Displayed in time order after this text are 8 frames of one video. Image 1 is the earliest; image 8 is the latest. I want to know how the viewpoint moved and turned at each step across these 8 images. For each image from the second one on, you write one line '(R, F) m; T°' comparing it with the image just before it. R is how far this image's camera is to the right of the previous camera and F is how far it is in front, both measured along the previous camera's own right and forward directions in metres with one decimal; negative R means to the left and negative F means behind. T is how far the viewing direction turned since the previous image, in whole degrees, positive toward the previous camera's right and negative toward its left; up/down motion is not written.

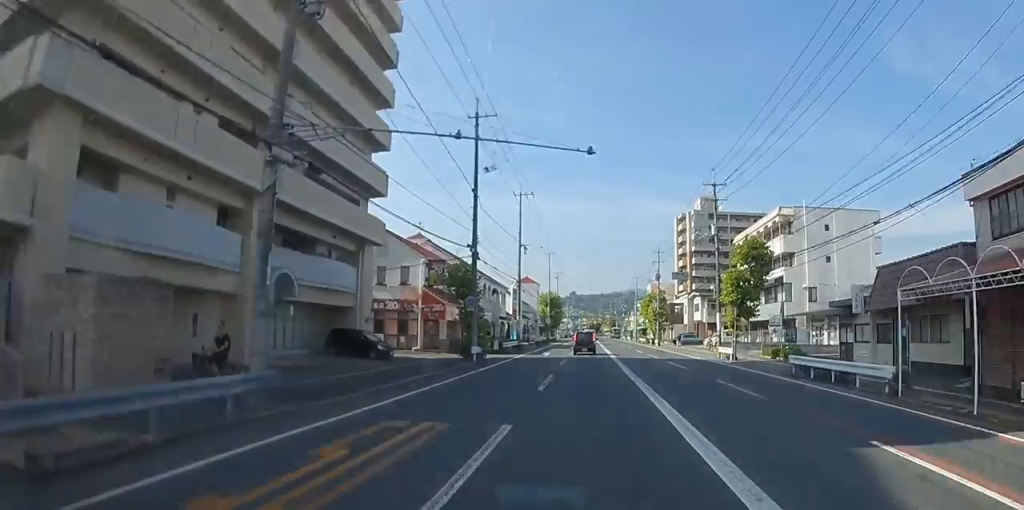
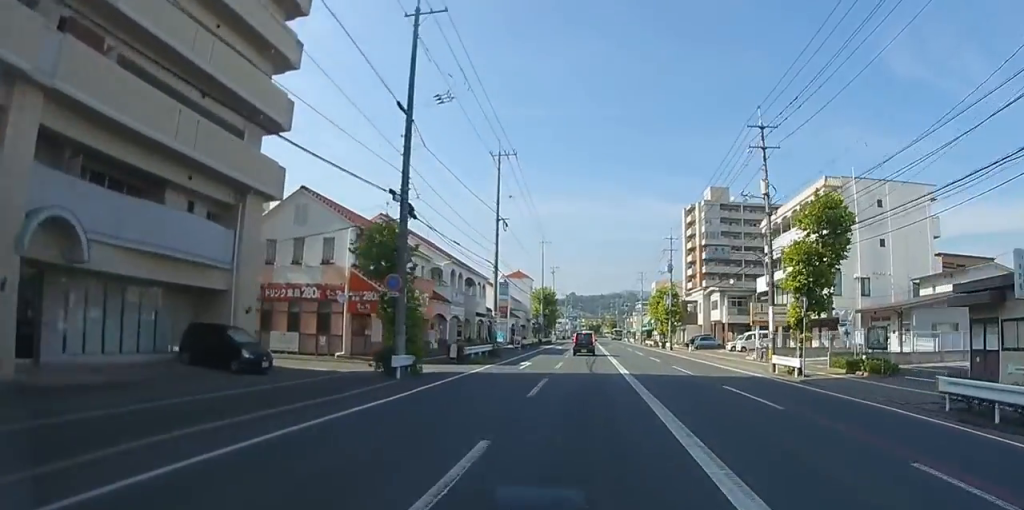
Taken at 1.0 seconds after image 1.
(0.0, +11.1) m; 0°
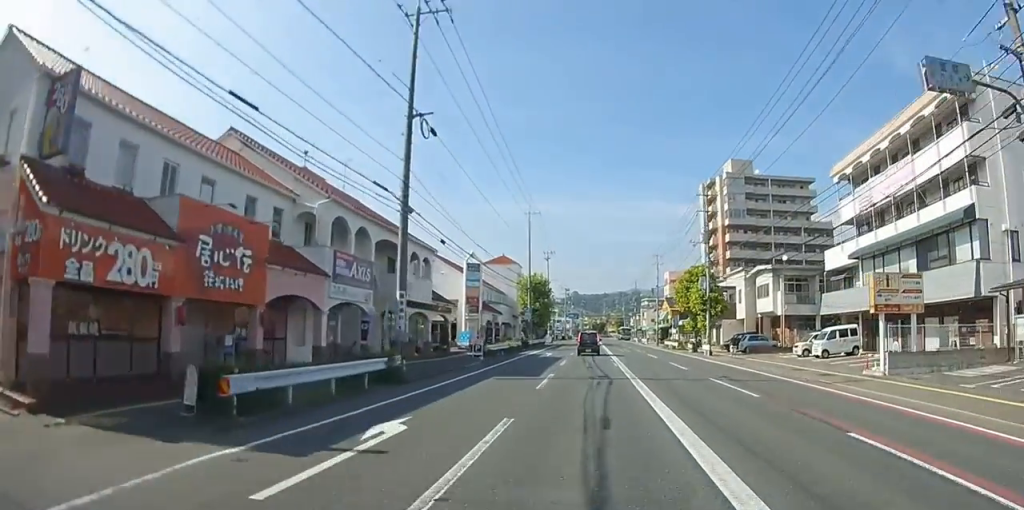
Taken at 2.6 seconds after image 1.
(0.0, +17.4) m; 0°
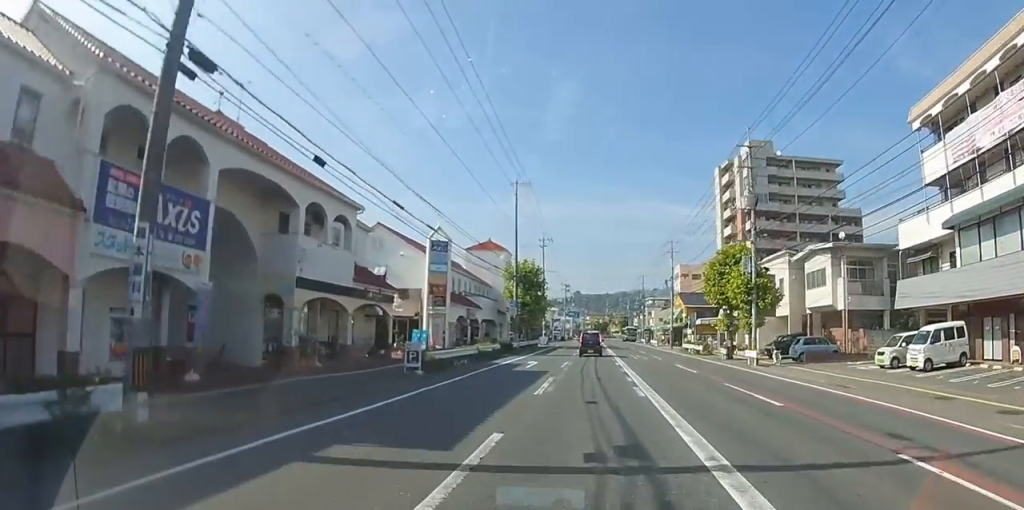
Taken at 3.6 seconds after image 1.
(0.0, +11.1) m; 0°
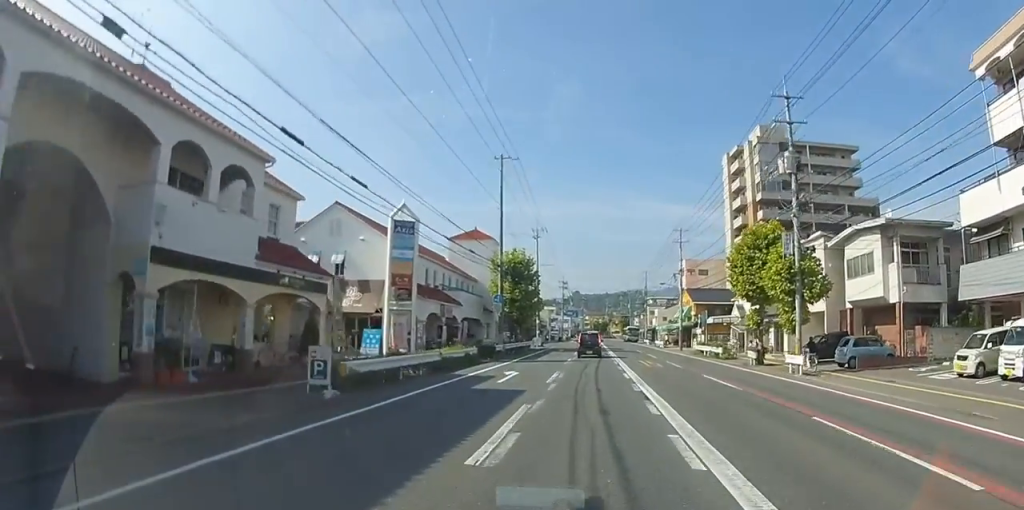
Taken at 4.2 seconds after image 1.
(0.0, +6.7) m; 0°
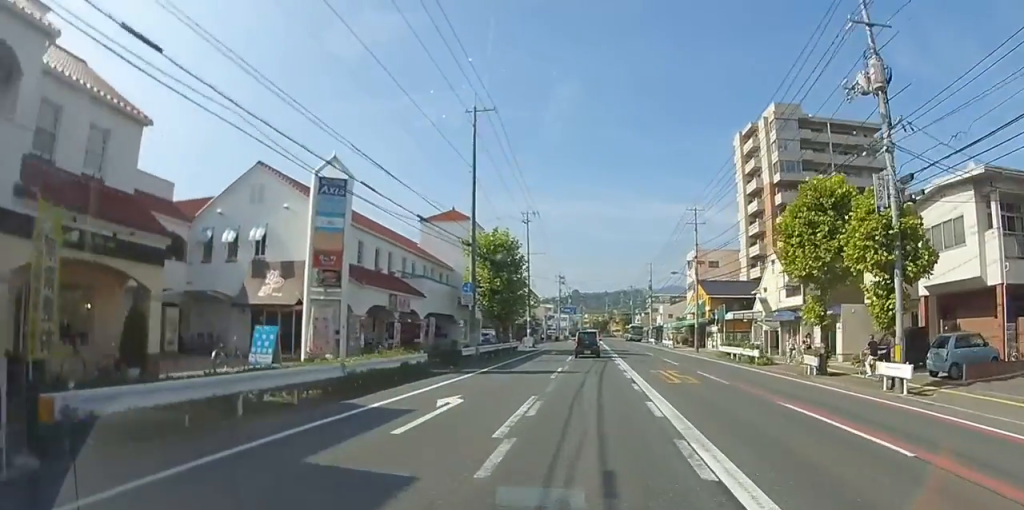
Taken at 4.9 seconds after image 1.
(0.0, +8.6) m; 0°
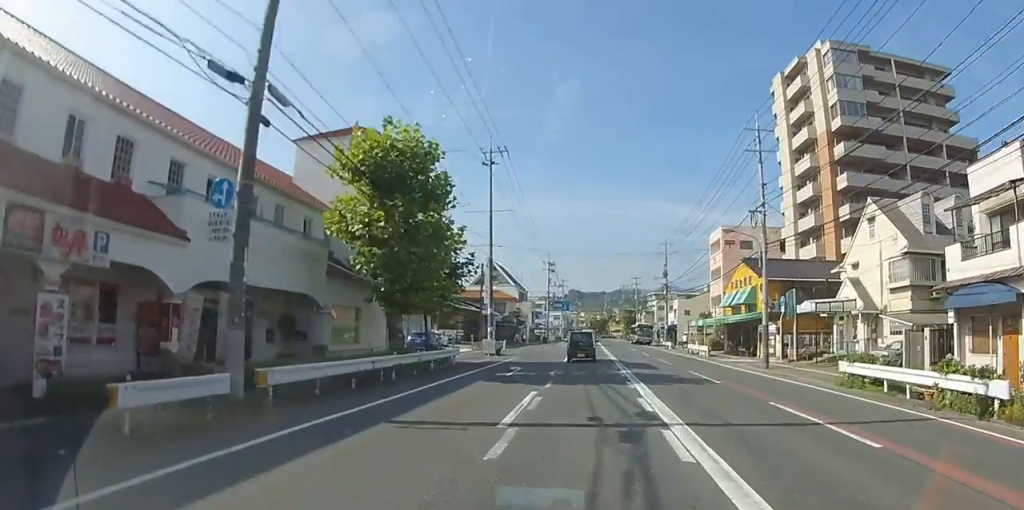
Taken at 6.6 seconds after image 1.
(0.0, +19.0) m; +1°
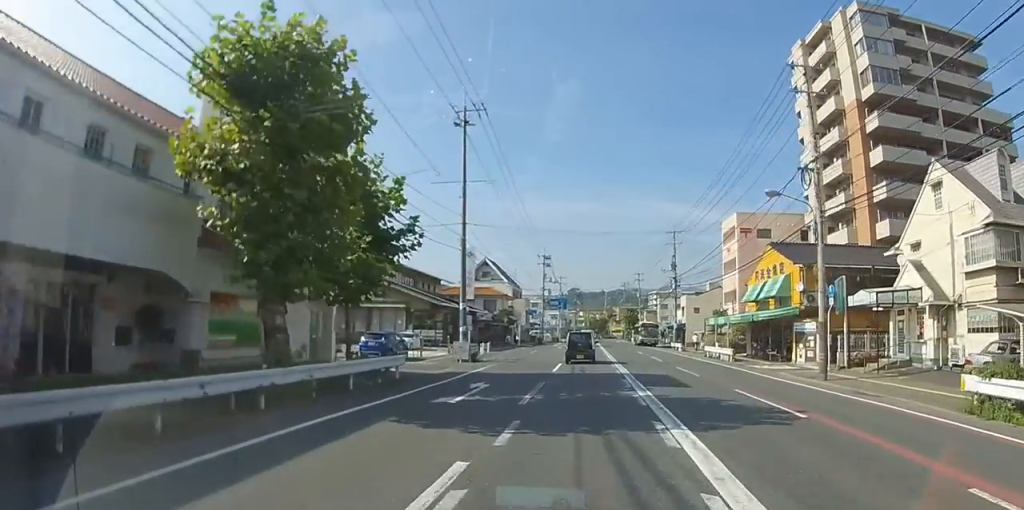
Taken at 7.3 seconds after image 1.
(+0.1, +7.3) m; 0°
